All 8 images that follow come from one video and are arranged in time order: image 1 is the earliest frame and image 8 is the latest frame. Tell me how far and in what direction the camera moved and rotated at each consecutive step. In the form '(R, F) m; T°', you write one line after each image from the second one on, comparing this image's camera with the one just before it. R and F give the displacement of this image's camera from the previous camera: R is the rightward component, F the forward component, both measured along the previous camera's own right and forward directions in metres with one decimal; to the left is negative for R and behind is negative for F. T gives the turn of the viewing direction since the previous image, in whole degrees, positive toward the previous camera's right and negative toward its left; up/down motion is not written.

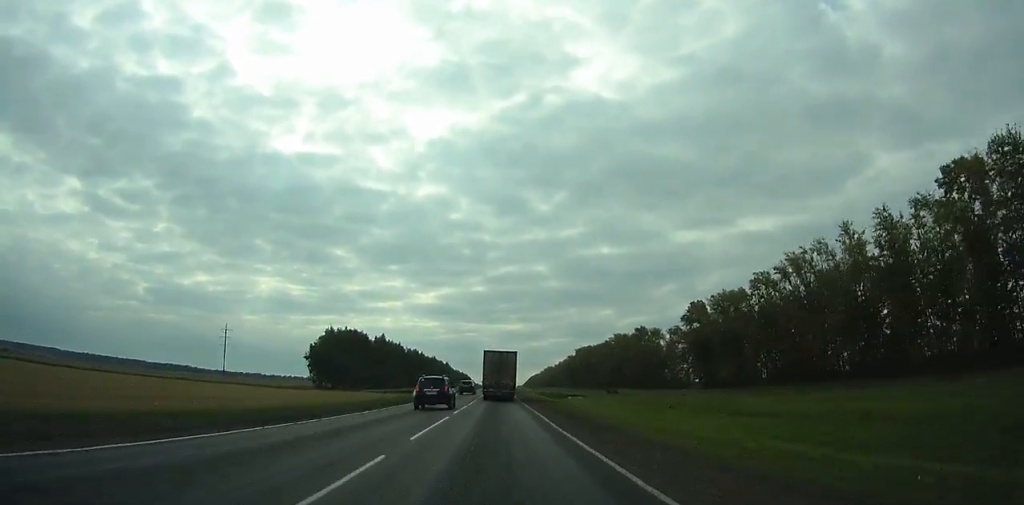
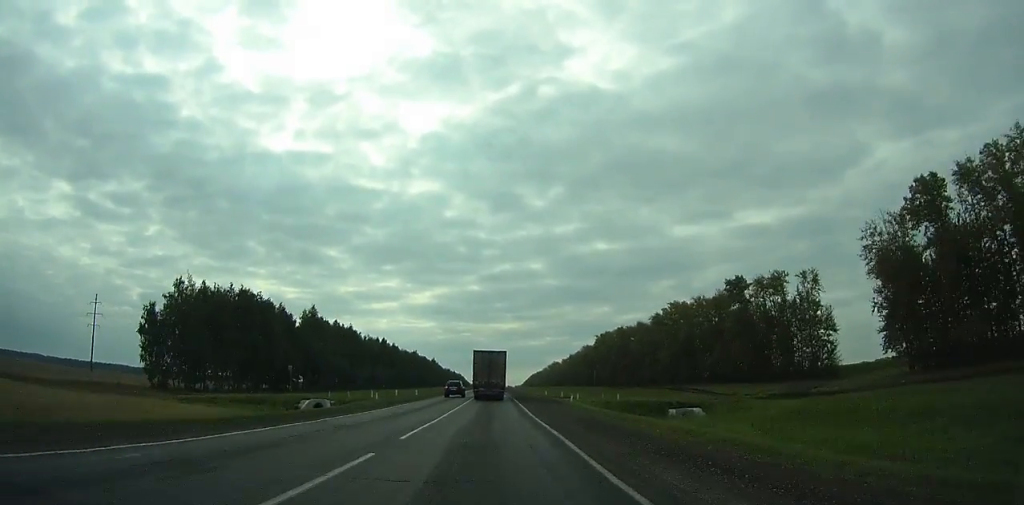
(-0.6, +83.2) m; -1°
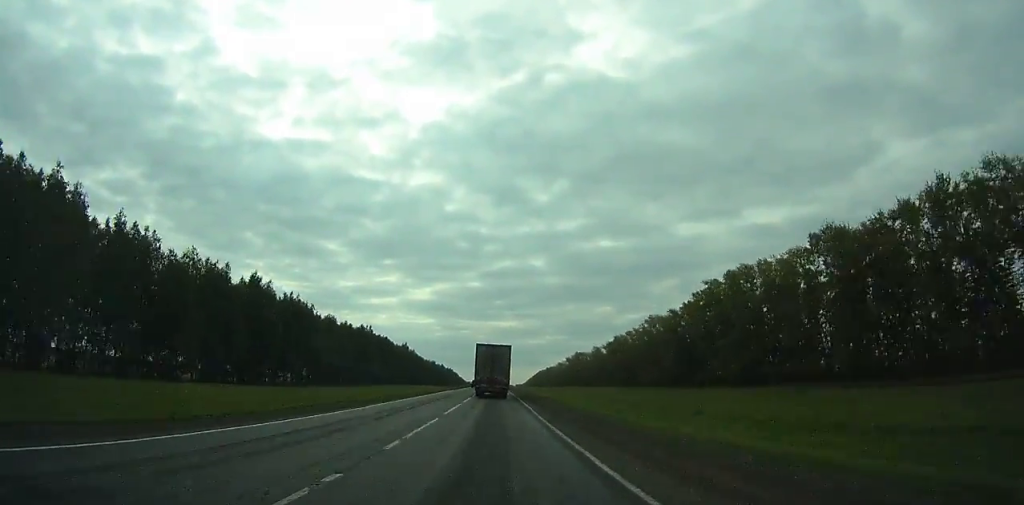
(-0.3, +133.7) m; 0°
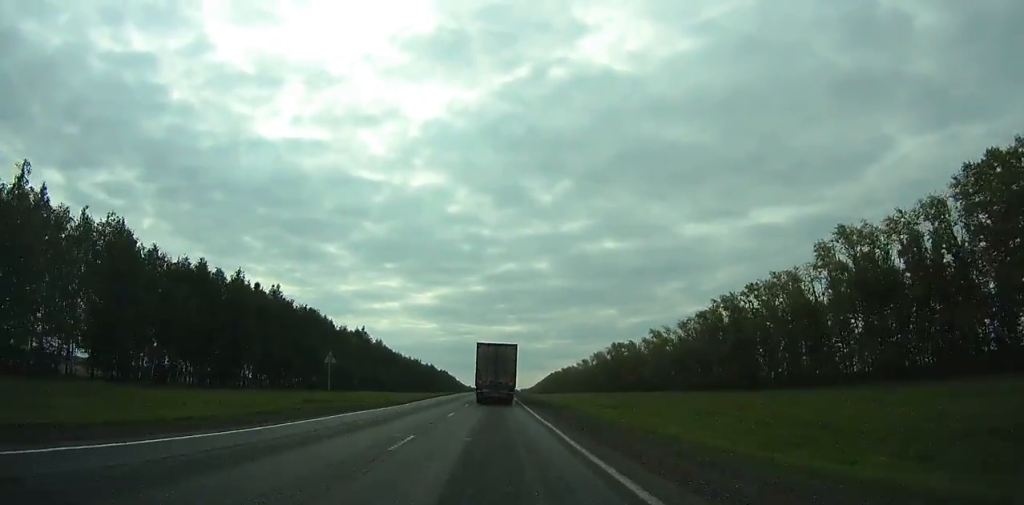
(+0.4, +100.0) m; 0°
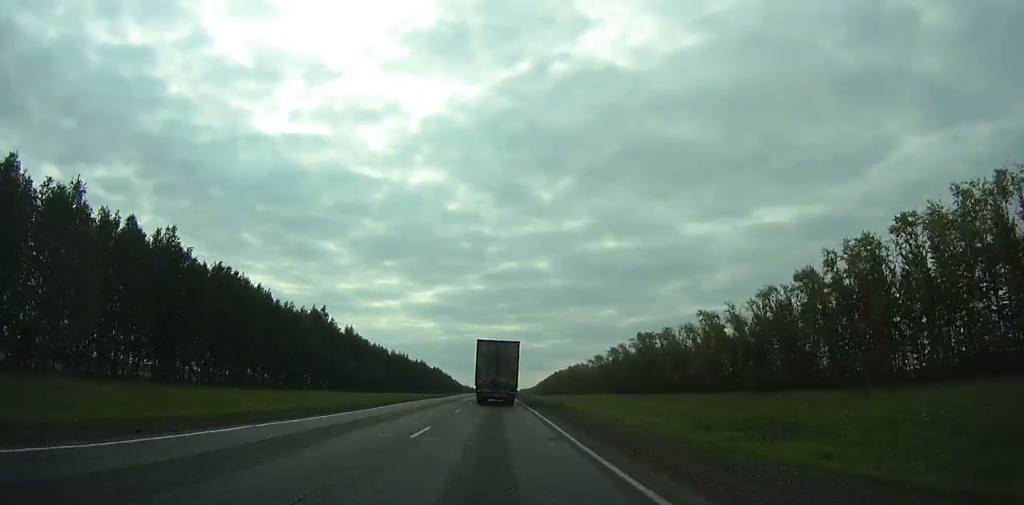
(0.0, +45.3) m; 0°
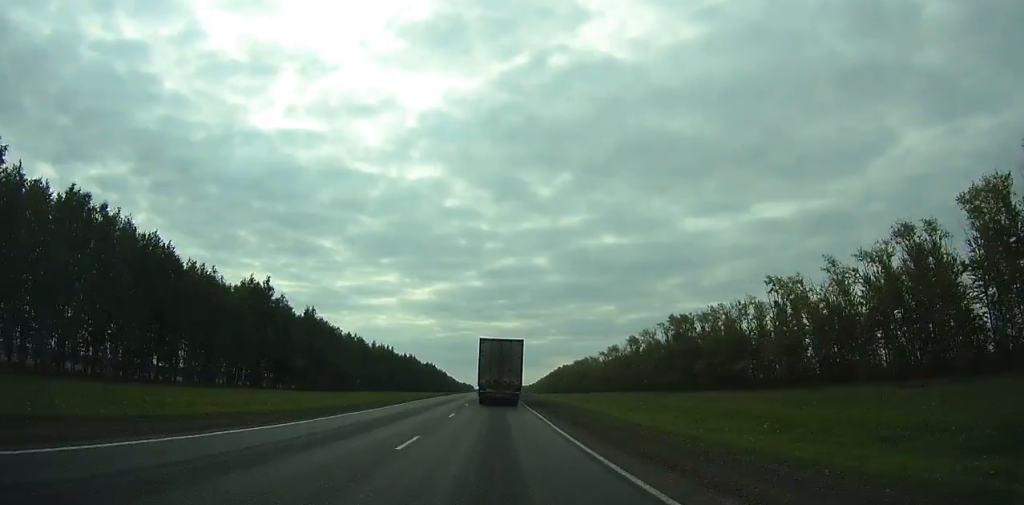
(-0.1, +38.3) m; 0°
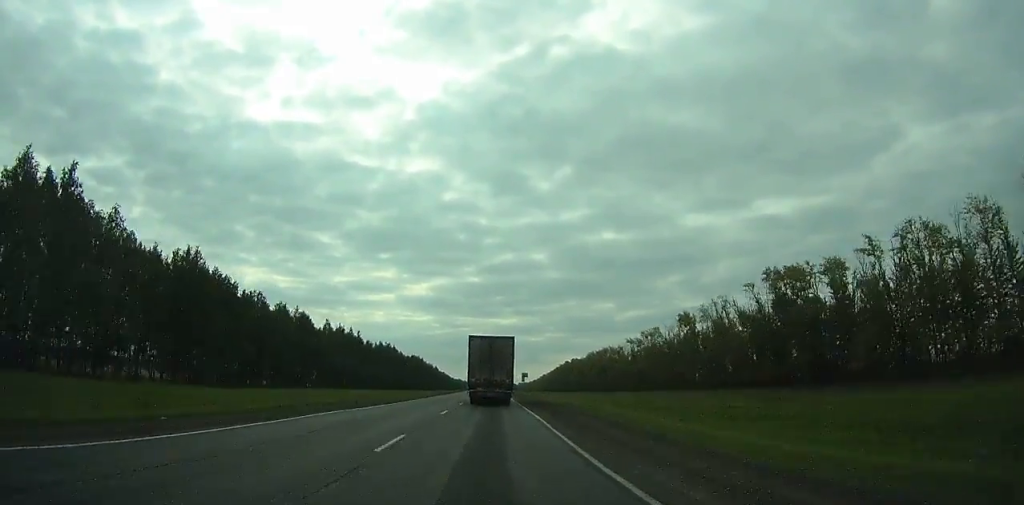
(+0.2, +60.3) m; 0°
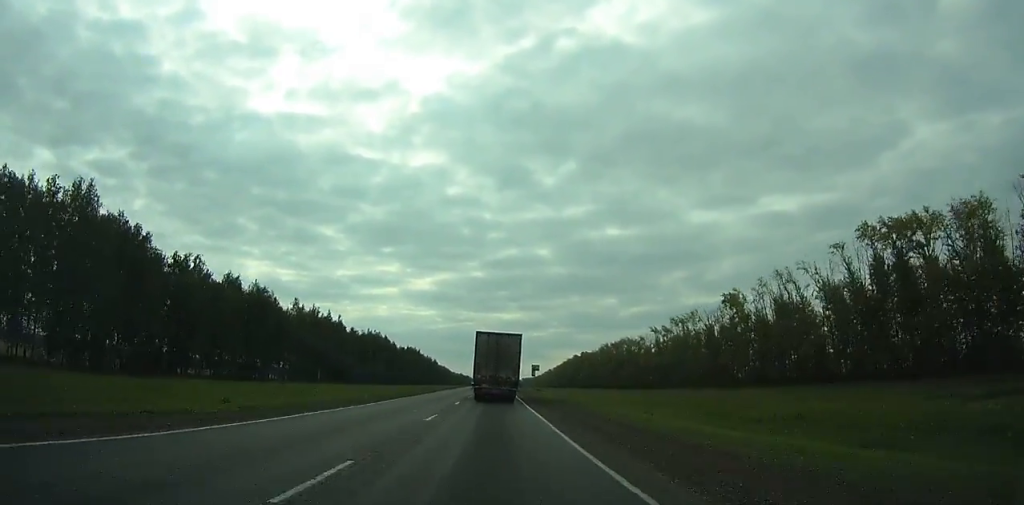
(0.0, +28.9) m; 0°
